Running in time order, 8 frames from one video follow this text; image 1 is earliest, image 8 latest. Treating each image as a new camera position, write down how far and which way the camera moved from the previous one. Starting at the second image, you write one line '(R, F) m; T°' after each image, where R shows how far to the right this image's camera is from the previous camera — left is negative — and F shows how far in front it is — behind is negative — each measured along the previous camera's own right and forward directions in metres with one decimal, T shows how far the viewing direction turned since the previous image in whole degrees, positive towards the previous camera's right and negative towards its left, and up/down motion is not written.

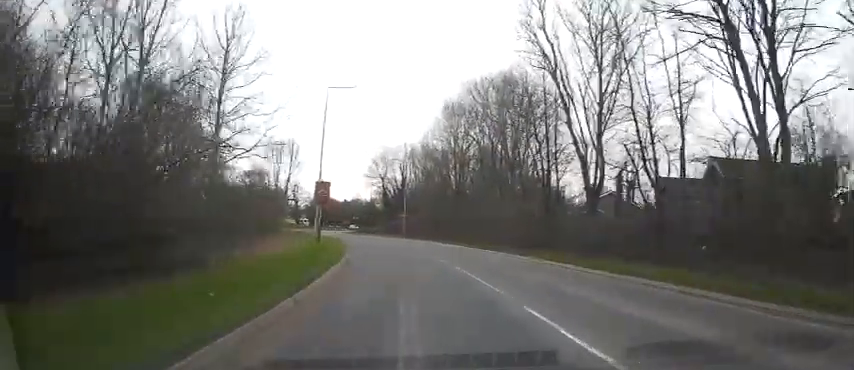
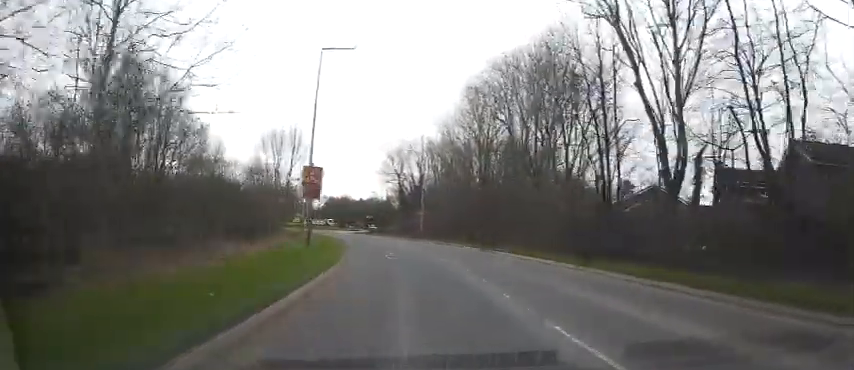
(-0.1, +7.8) m; -2°
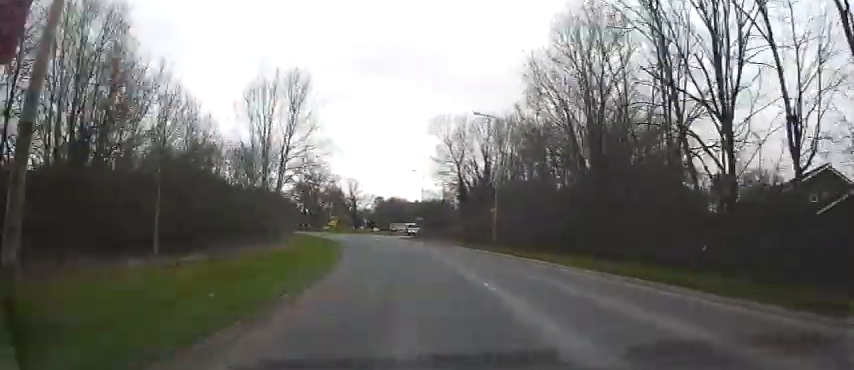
(-1.0, +21.1) m; -6°
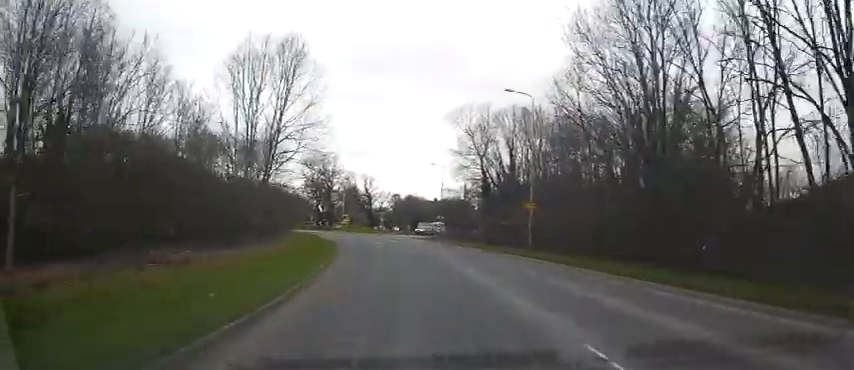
(-0.1, +6.7) m; -2°
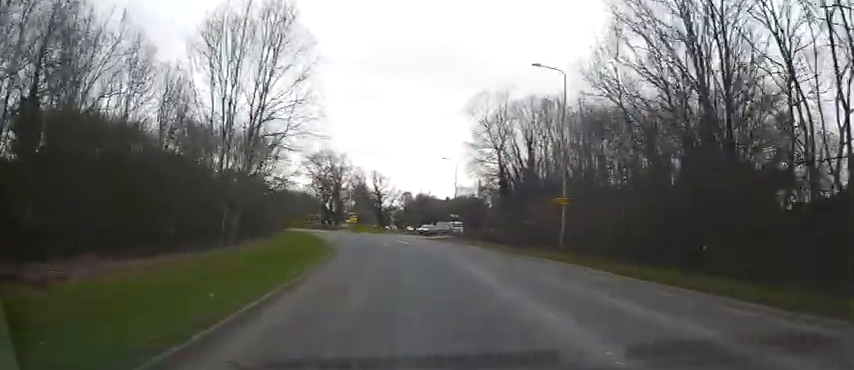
(-0.2, +5.4) m; -2°
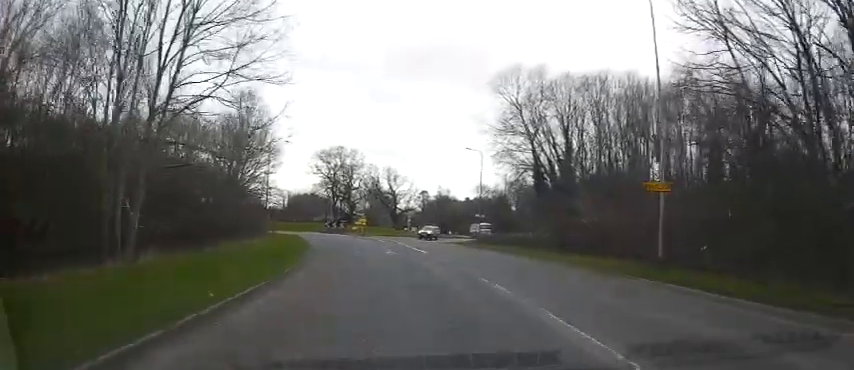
(-0.3, +9.9) m; -2°
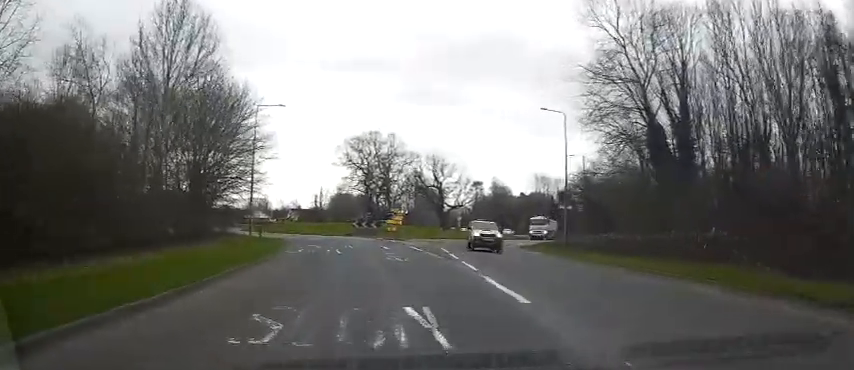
(-0.6, +18.3) m; -5°
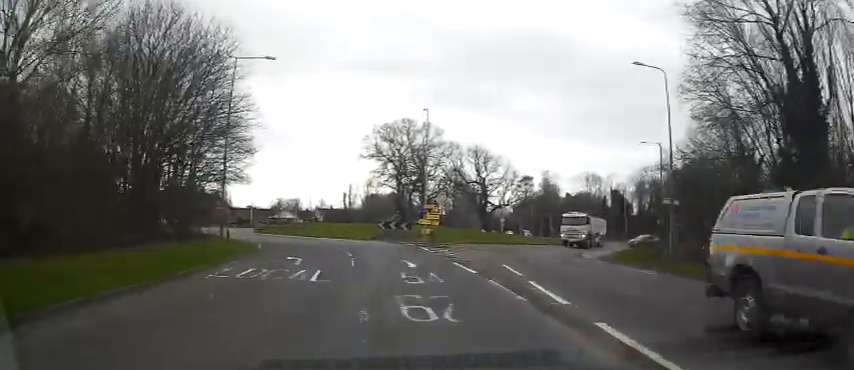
(-0.4, +11.5) m; -3°
